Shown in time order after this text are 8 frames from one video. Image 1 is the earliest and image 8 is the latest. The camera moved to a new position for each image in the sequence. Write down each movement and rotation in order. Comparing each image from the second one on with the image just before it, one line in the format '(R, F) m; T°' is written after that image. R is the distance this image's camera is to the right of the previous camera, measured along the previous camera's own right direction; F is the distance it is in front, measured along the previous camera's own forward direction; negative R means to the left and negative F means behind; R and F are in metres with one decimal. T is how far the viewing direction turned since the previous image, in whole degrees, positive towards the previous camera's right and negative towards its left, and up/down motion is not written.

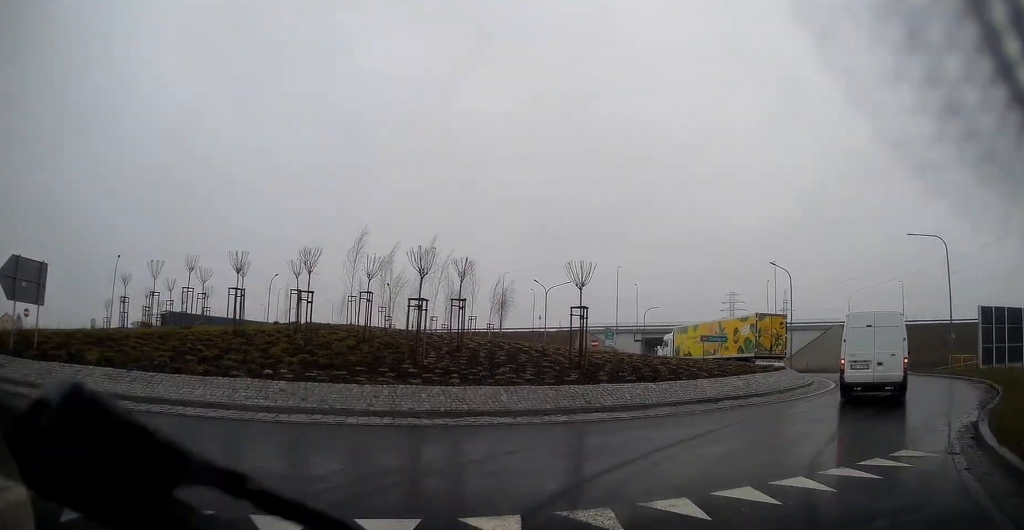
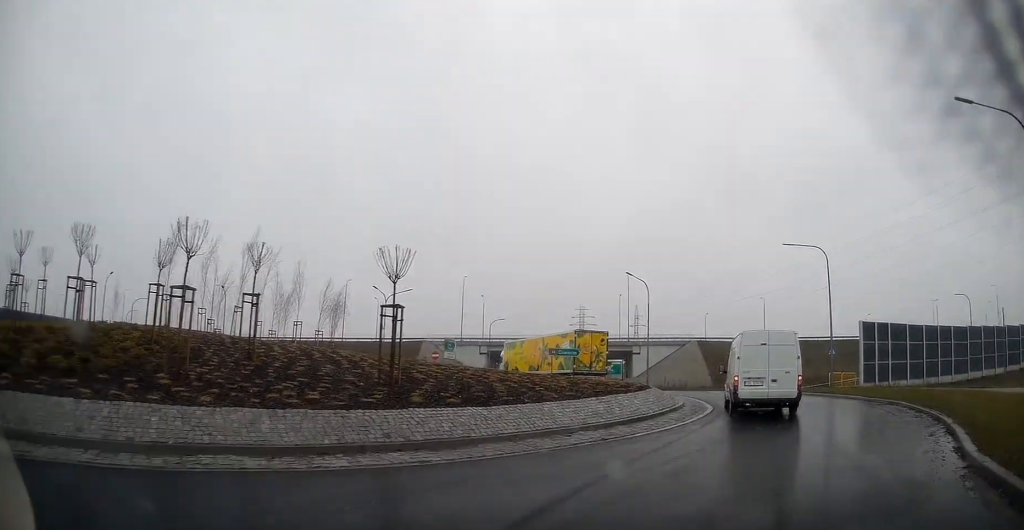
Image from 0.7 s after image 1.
(+0.3, +3.9) m; +14°
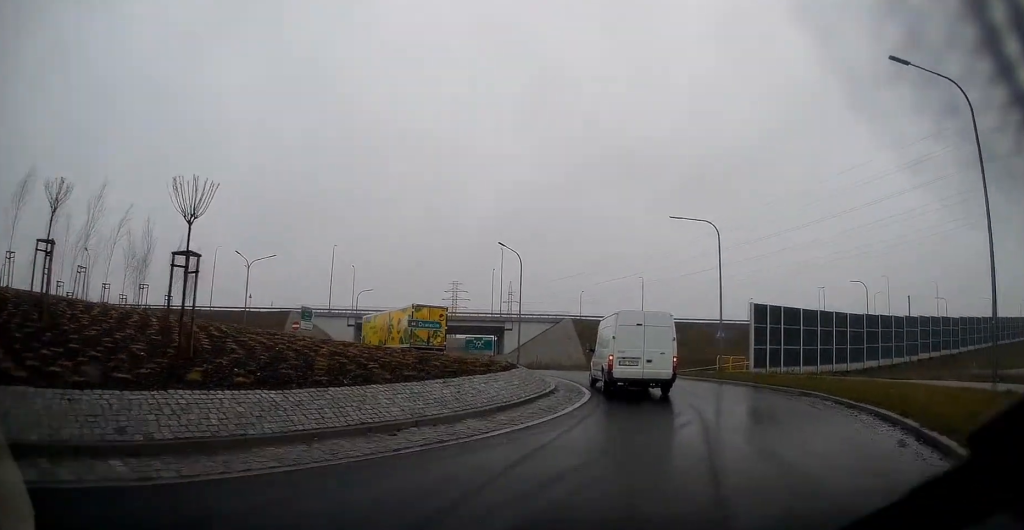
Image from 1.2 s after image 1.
(+0.5, +3.3) m; +7°
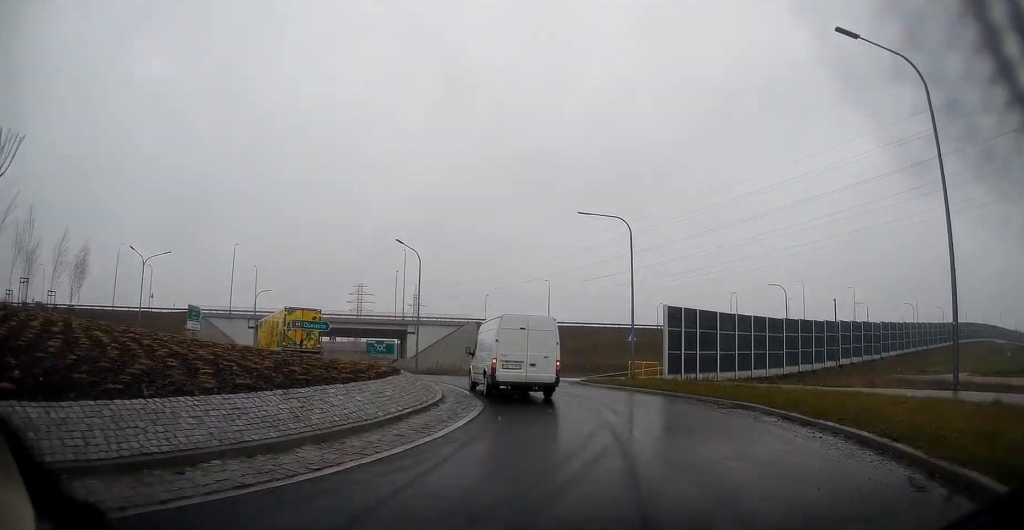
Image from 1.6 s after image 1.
(+0.1, +2.8) m; +6°
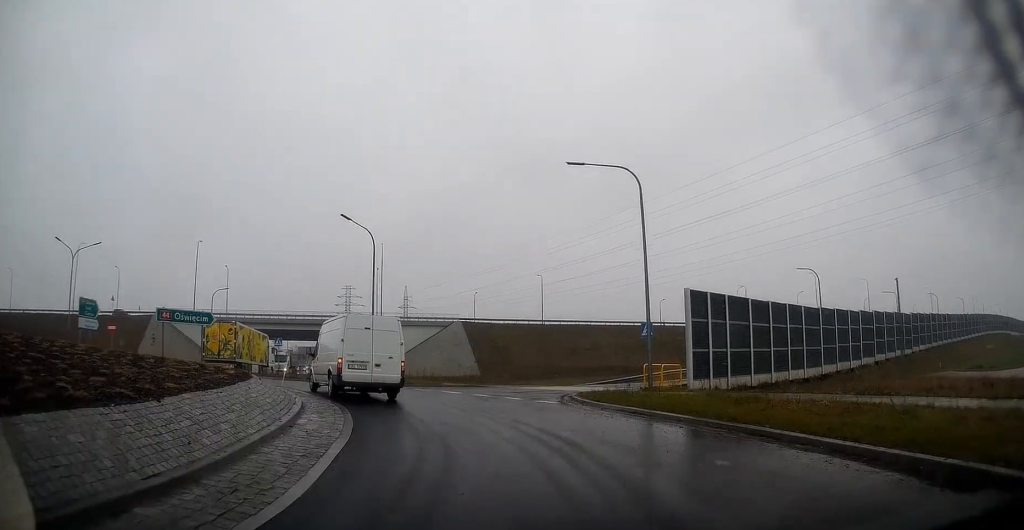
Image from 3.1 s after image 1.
(+0.6, +10.0) m; 0°
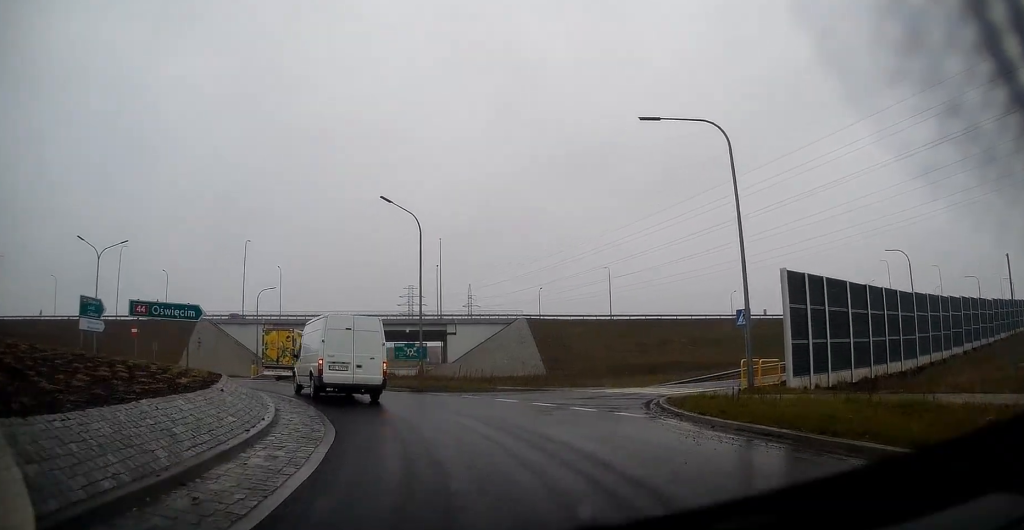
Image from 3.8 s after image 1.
(0.0, +4.7) m; -5°
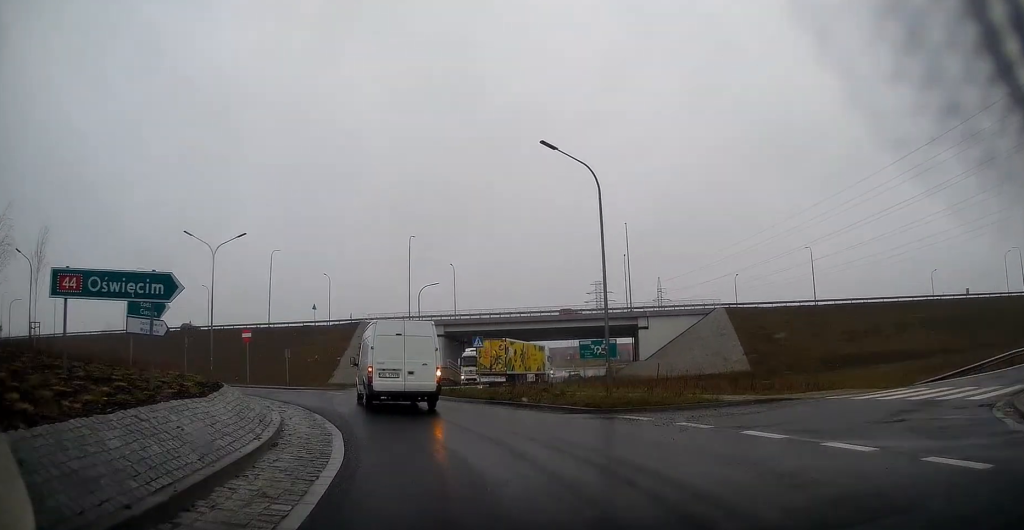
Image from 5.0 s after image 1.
(-1.2, +8.9) m; -15°
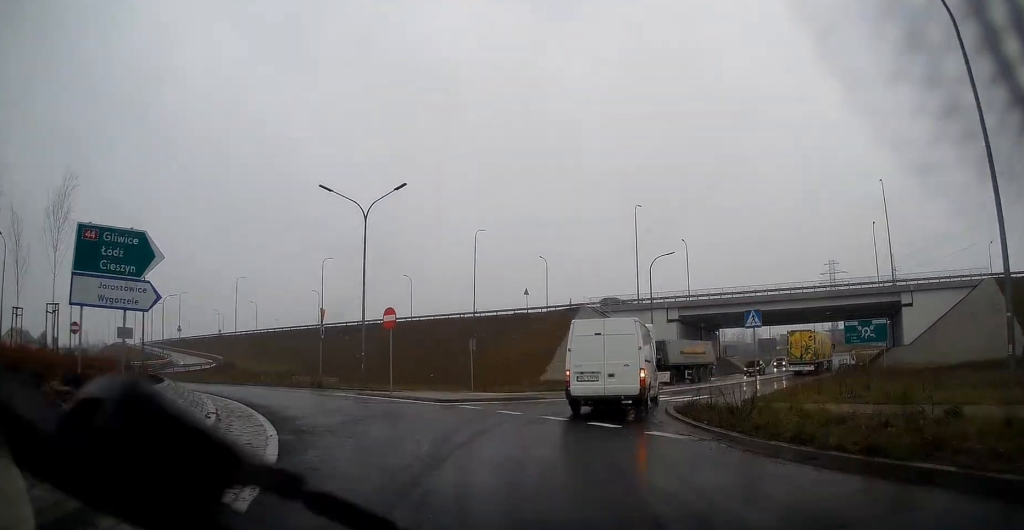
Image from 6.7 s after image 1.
(-2.3, +12.3) m; -20°
